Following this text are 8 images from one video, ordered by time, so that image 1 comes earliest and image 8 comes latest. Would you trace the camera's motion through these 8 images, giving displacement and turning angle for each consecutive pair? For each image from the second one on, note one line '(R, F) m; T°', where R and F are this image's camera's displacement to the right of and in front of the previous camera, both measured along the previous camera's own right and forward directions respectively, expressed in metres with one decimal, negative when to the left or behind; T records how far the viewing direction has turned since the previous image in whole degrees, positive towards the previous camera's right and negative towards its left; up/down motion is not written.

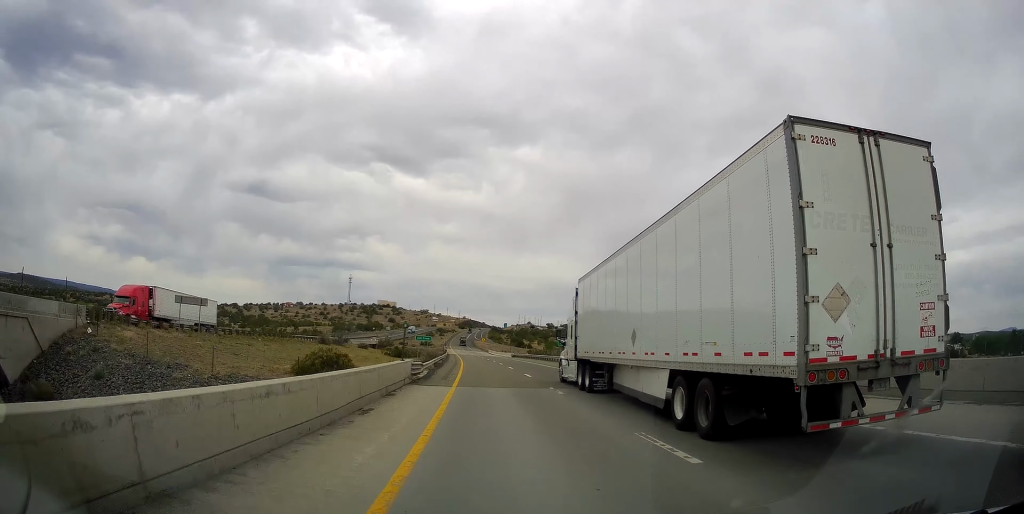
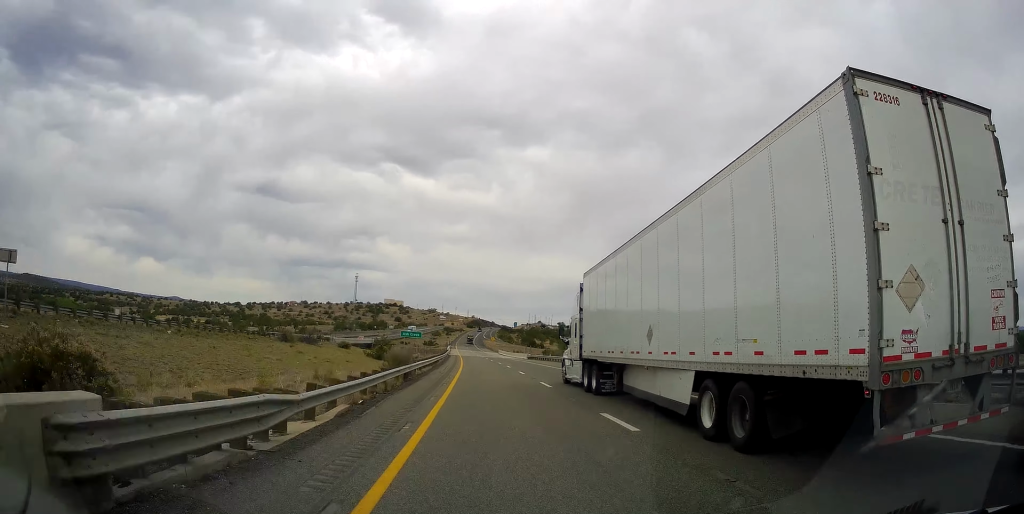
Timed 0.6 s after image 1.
(-0.2, +21.5) m; -1°
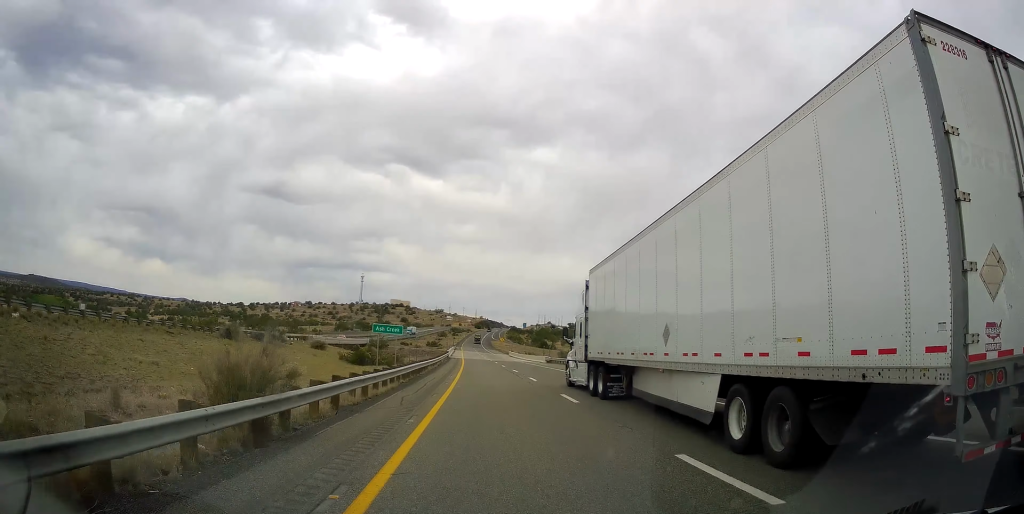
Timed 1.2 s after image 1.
(-0.2, +18.1) m; 0°
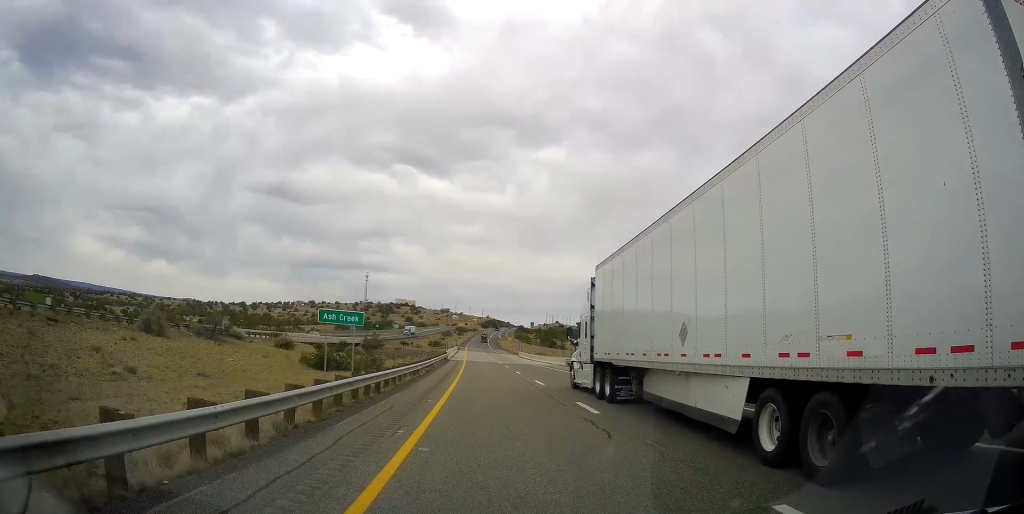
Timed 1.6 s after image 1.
(0.0, +14.8) m; -1°
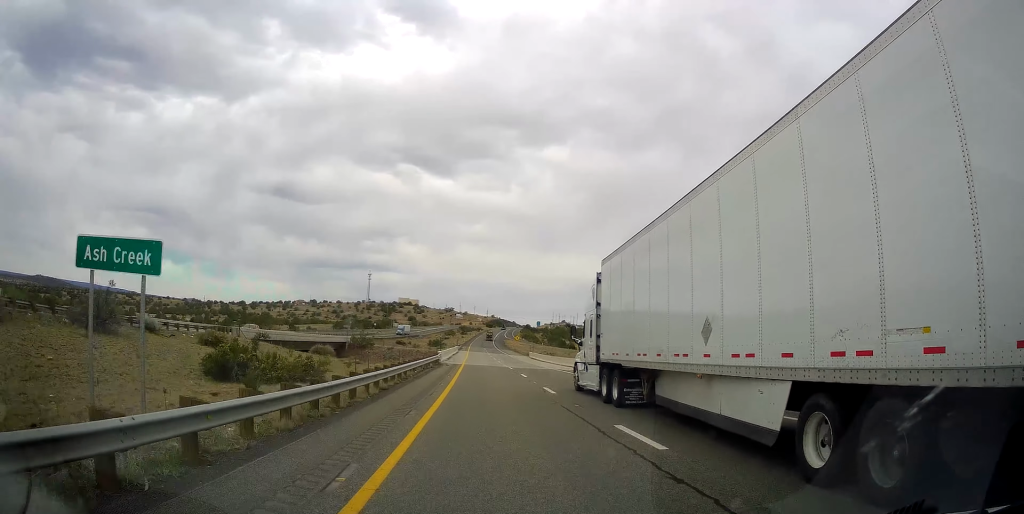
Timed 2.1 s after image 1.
(+0.1, +17.1) m; -1°
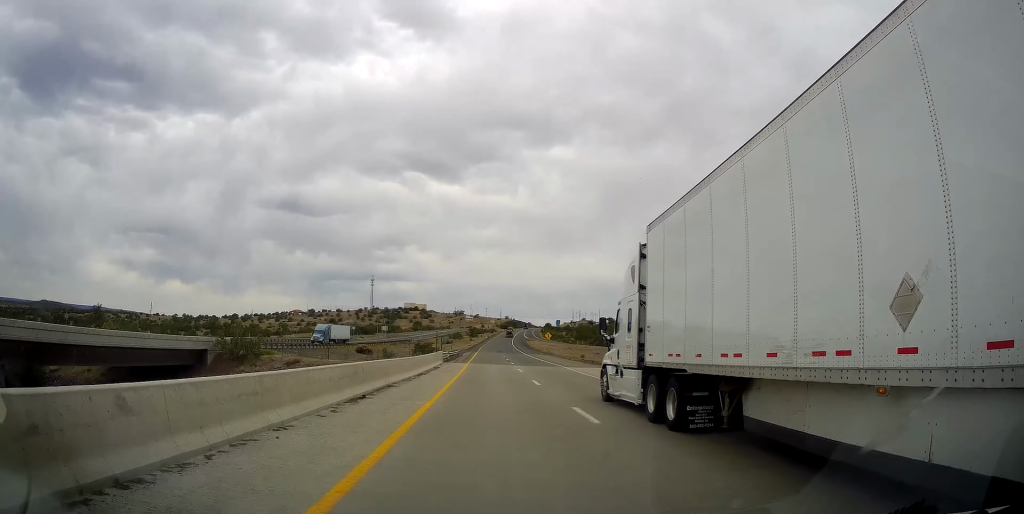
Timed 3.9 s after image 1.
(-1.8, +63.1) m; -2°
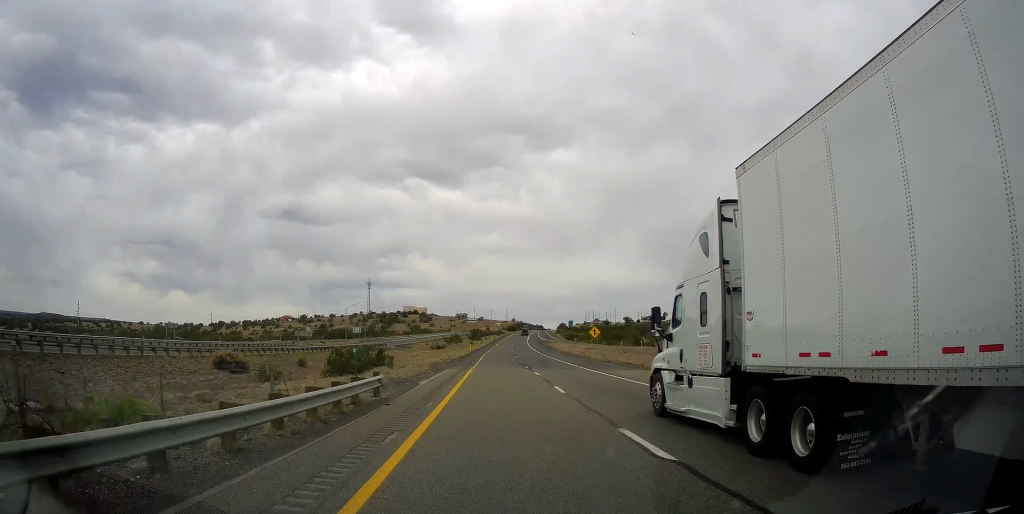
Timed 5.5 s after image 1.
(-0.2, +54.3) m; 0°
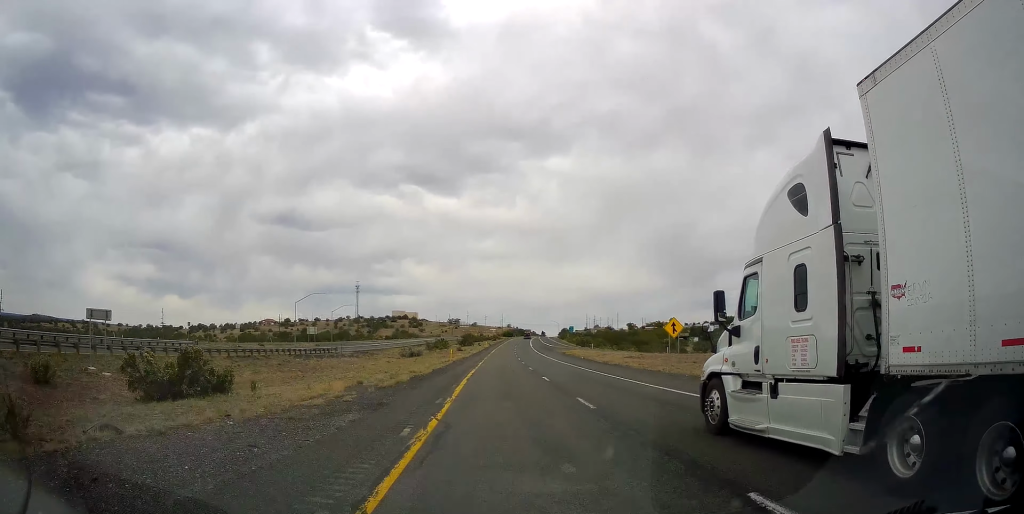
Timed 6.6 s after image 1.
(-0.3, +38.2) m; -1°
